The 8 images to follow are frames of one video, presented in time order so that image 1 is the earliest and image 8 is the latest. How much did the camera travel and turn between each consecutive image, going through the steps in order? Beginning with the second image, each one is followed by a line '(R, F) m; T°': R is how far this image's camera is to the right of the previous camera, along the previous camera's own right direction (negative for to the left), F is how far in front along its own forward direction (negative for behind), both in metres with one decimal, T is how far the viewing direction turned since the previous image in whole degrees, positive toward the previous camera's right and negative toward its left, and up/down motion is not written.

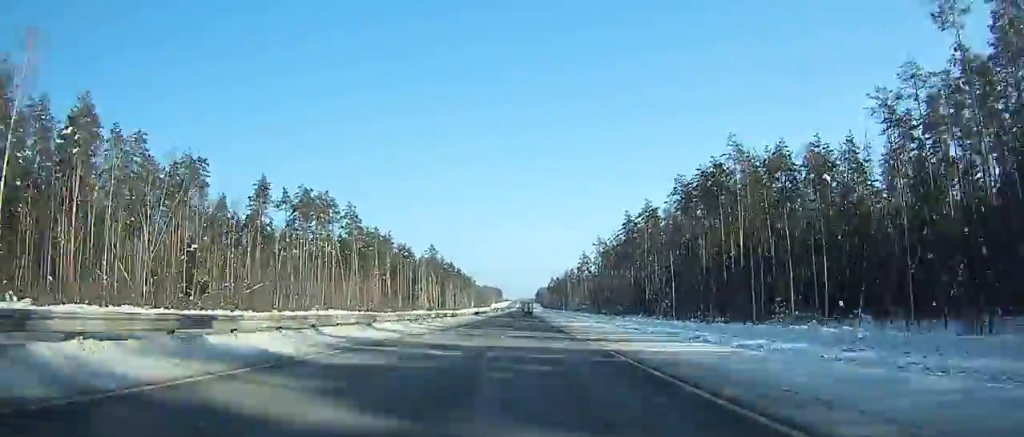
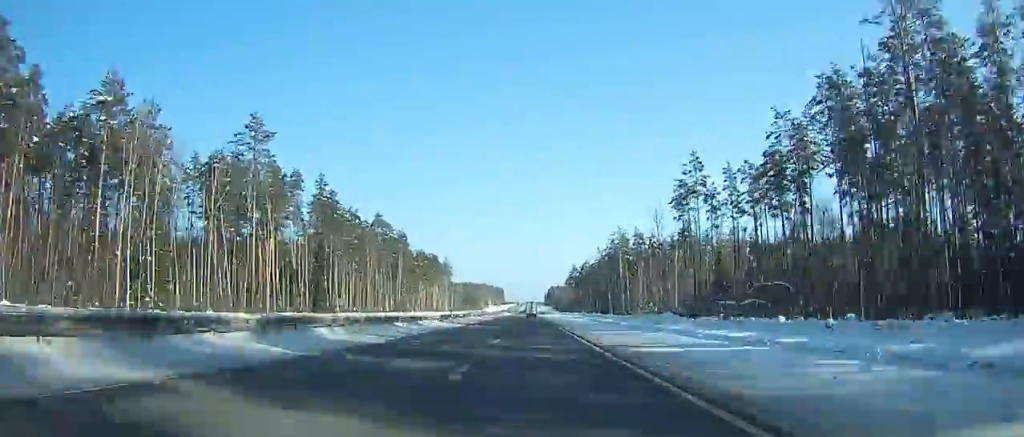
(-0.2, +184.7) m; 0°
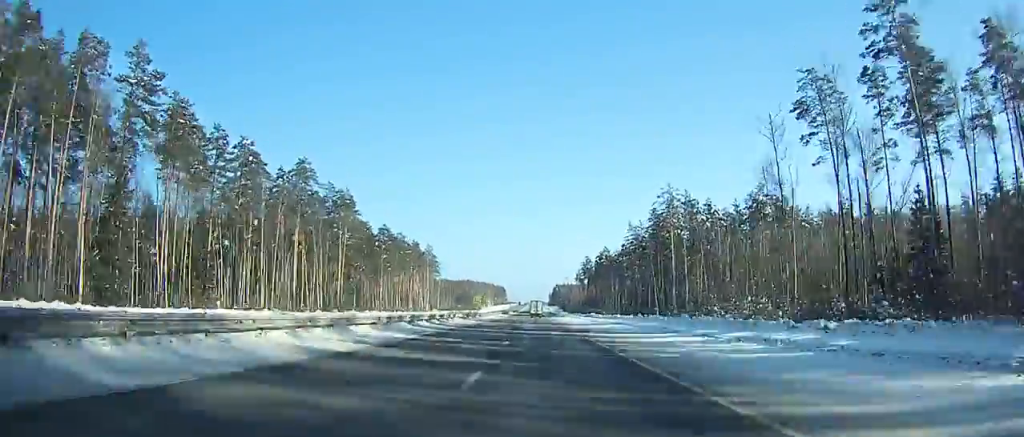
(0.0, +61.5) m; 0°
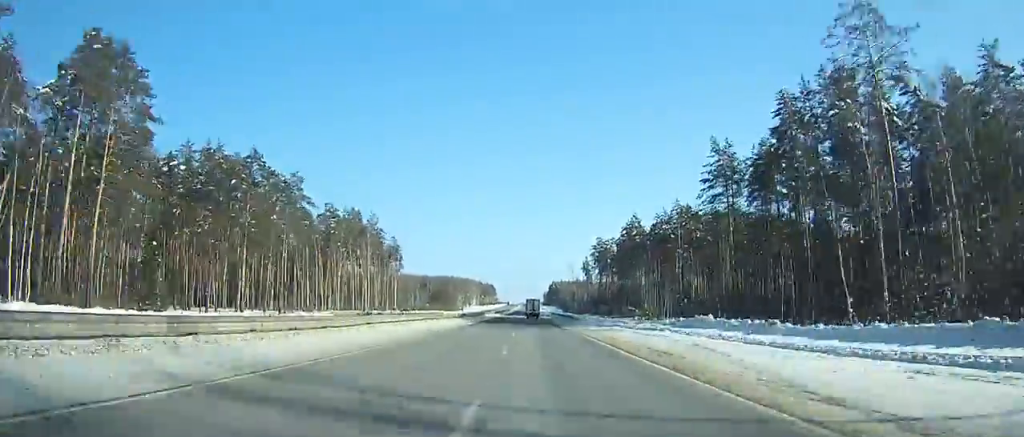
(+0.3, +76.3) m; +1°
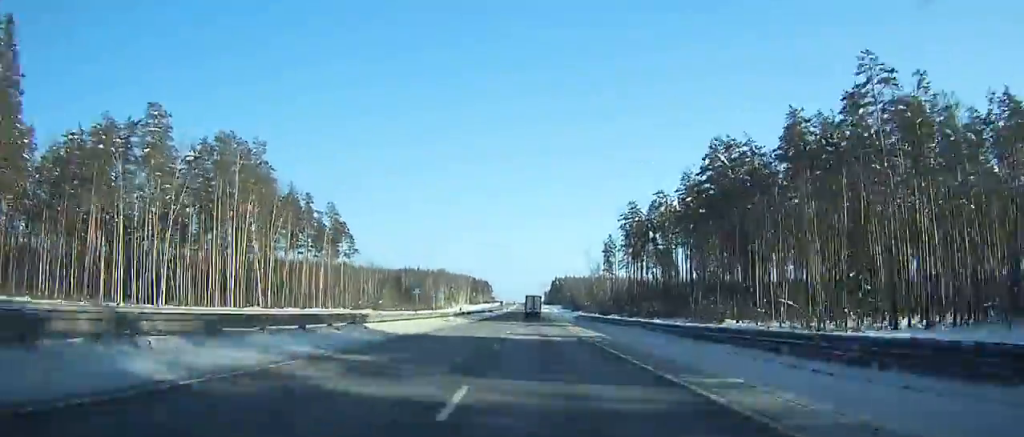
(+0.5, +70.6) m; 0°
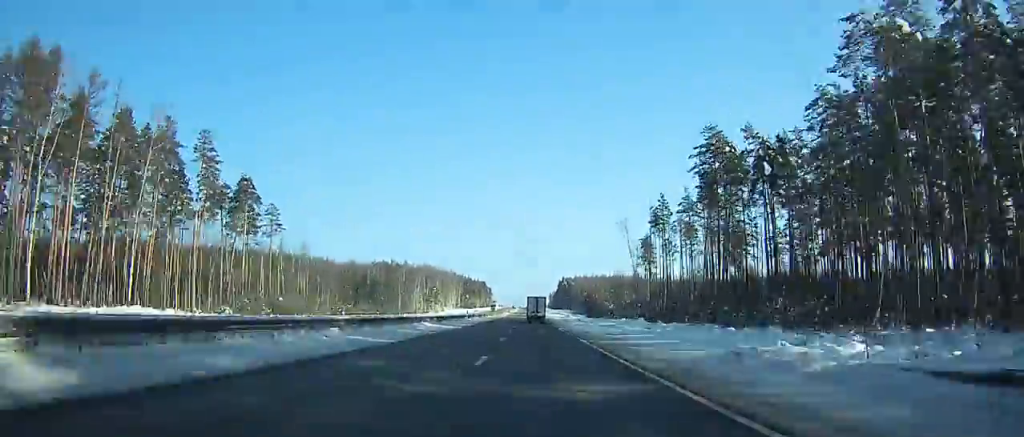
(-0.1, +65.0) m; 0°
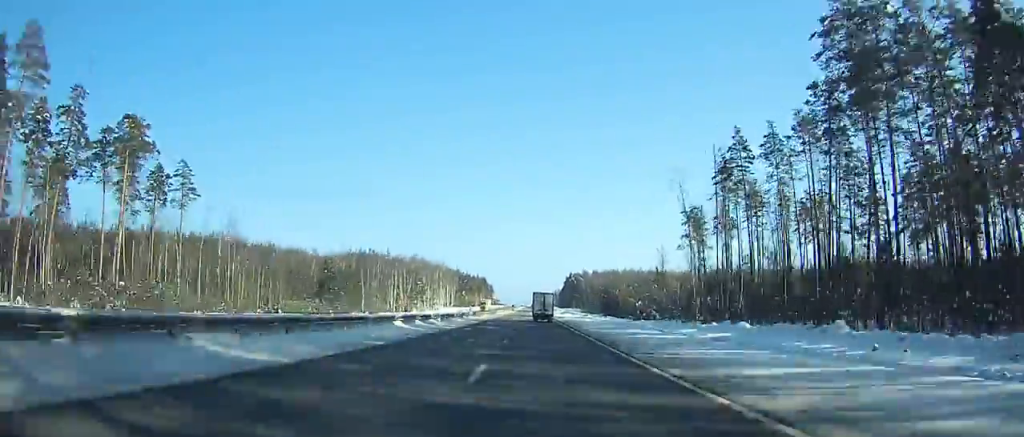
(-0.1, +38.3) m; 0°
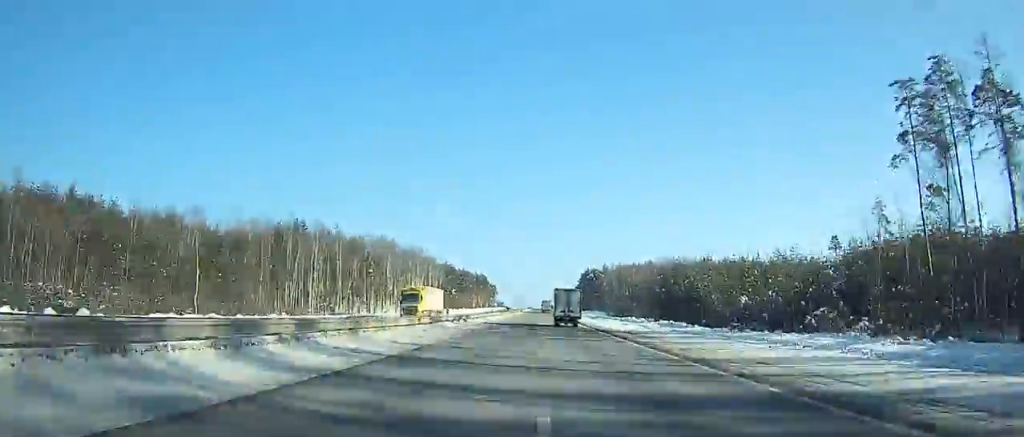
(-0.5, +68.1) m; 0°
